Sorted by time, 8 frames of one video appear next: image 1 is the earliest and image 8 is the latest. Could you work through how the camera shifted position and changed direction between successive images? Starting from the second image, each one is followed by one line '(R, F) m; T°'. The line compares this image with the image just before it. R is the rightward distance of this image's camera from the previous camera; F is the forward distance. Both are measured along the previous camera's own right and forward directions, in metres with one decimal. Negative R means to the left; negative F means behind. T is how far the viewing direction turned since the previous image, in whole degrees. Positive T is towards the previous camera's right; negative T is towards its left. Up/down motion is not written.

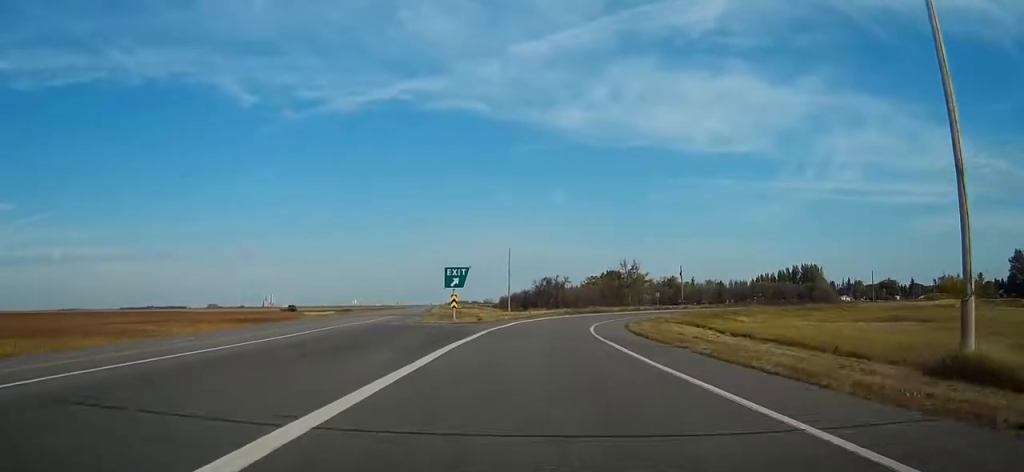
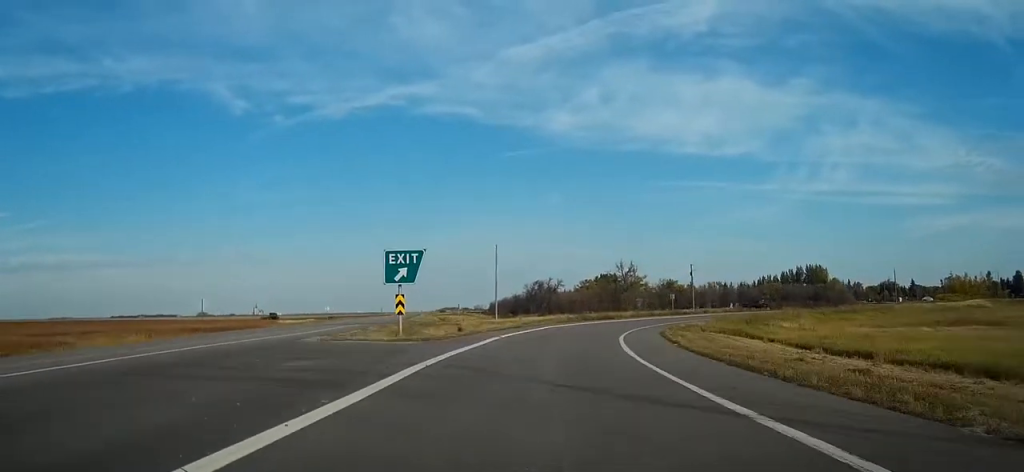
(+0.1, +19.1) m; +1°
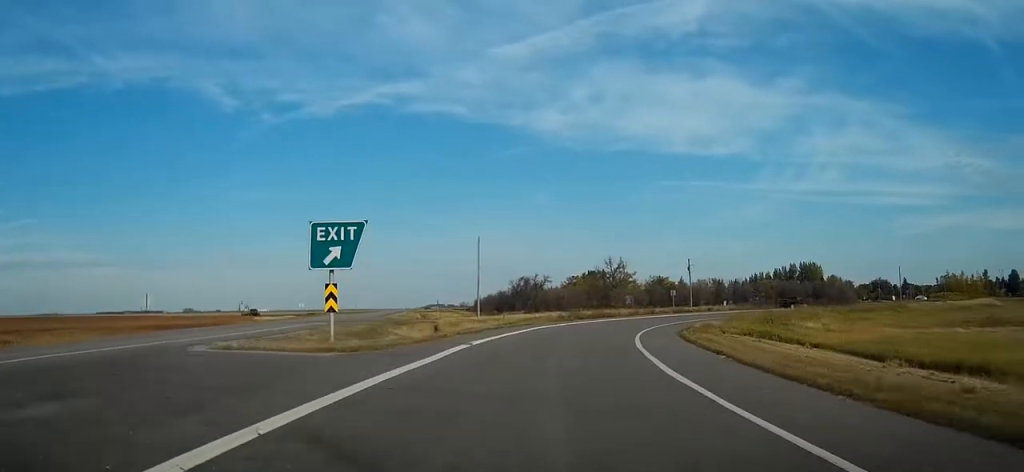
(+0.1, +9.7) m; 0°
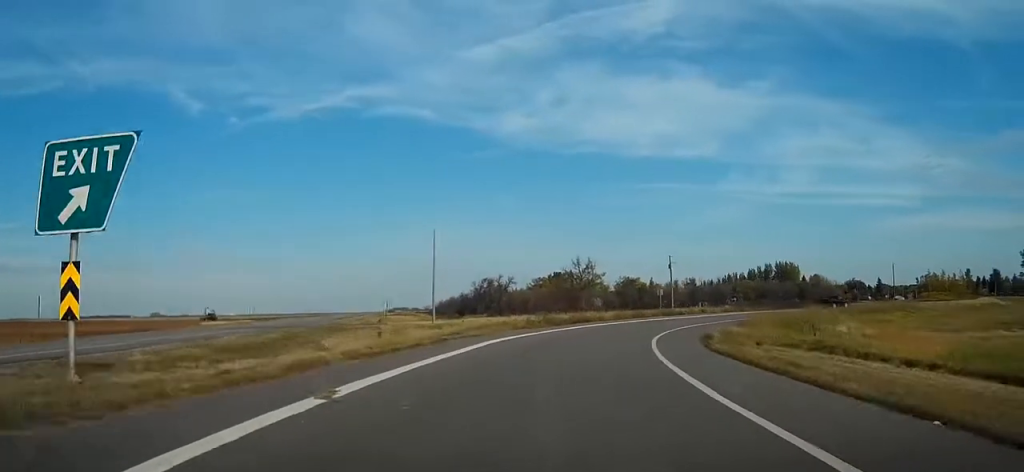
(0.0, +13.0) m; +2°
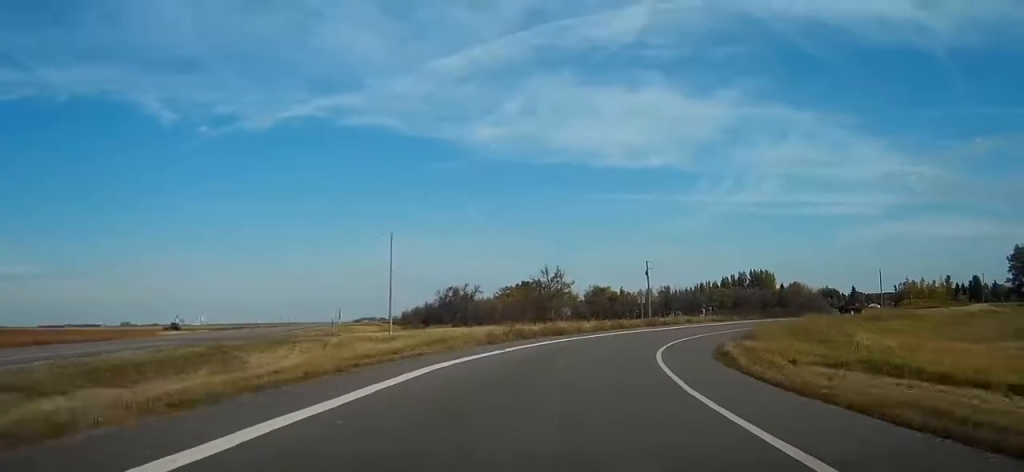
(+0.2, +8.2) m; +3°
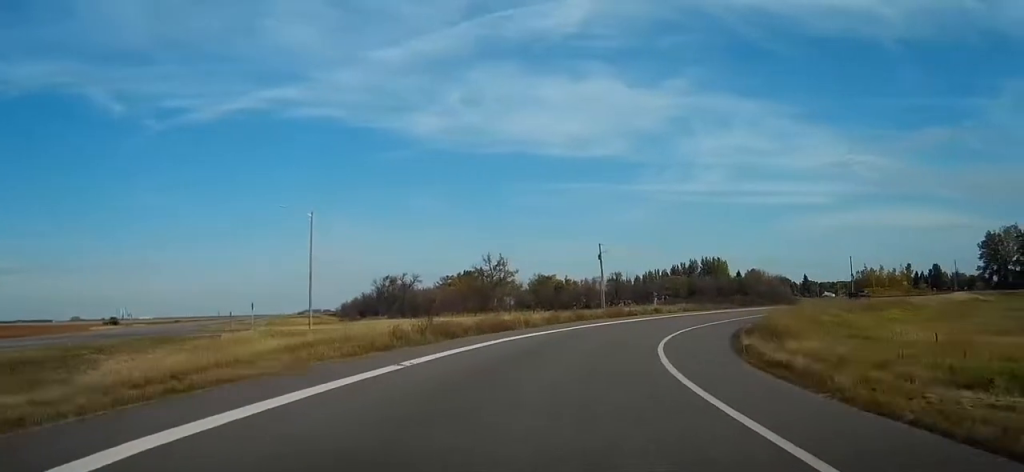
(+0.3, +11.1) m; +5°
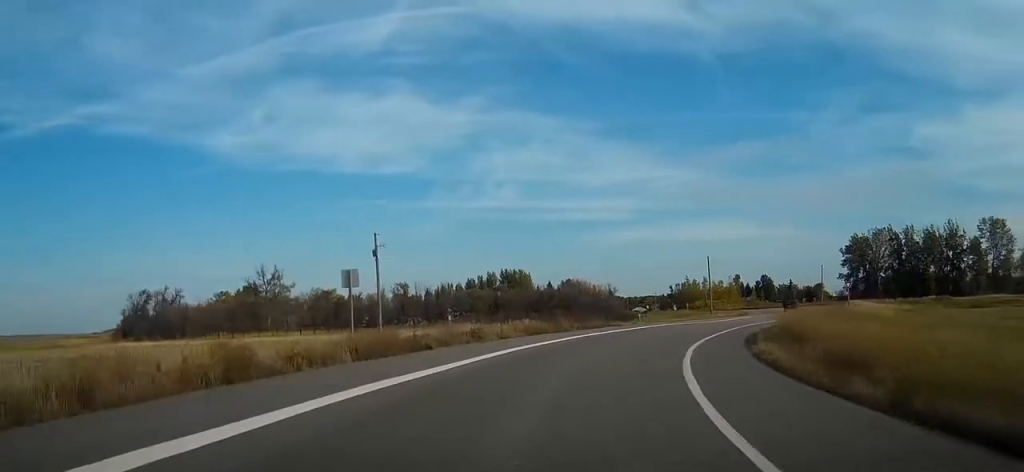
(+3.9, +30.9) m; +15°
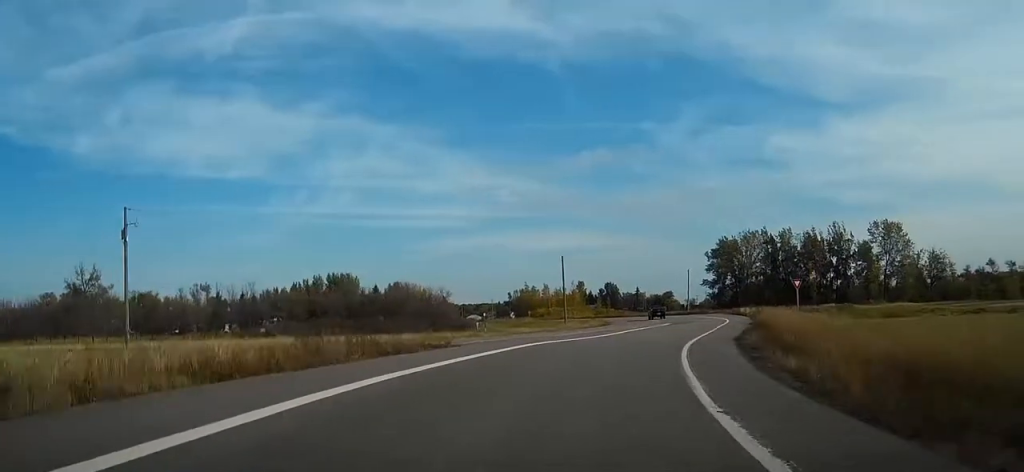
(+2.3, +19.7) m; +13°
